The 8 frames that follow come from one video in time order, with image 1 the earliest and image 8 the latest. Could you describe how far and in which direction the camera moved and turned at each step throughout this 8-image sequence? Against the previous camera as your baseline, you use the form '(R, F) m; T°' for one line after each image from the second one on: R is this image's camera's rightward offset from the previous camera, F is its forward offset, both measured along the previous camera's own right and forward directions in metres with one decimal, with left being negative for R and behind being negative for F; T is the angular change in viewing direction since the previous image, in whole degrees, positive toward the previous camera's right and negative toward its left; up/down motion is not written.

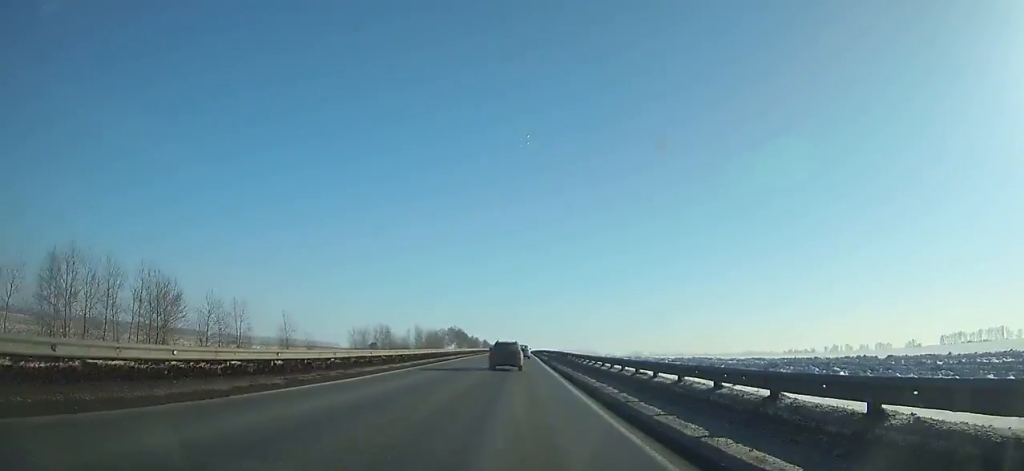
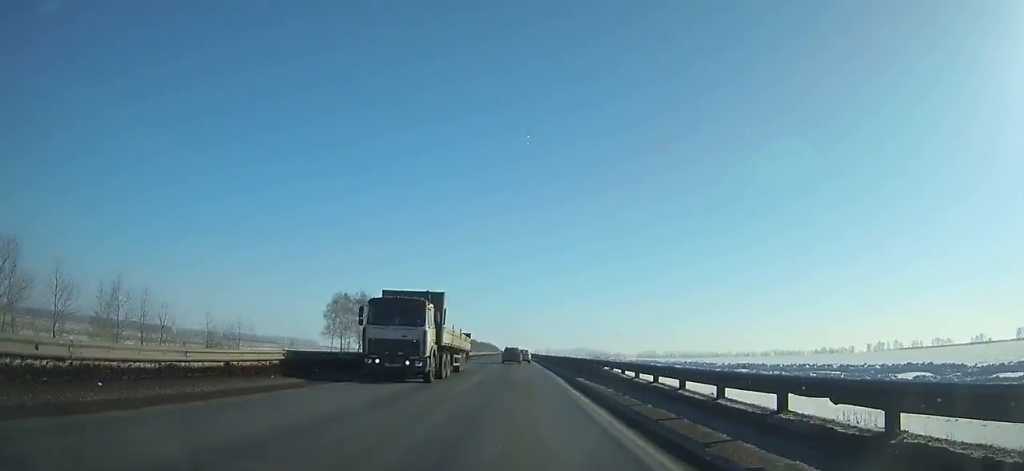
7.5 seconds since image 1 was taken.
(+0.6, +177.6) m; 0°
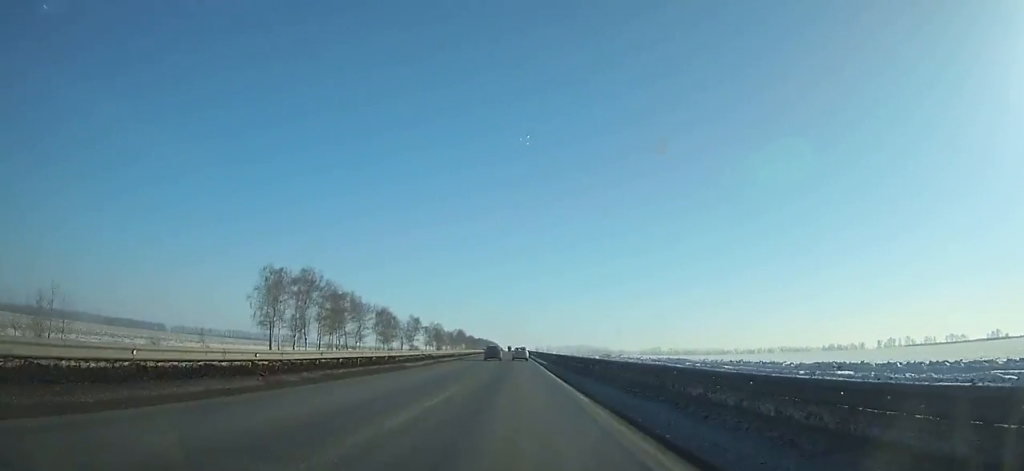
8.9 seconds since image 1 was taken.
(0.0, +33.7) m; 0°
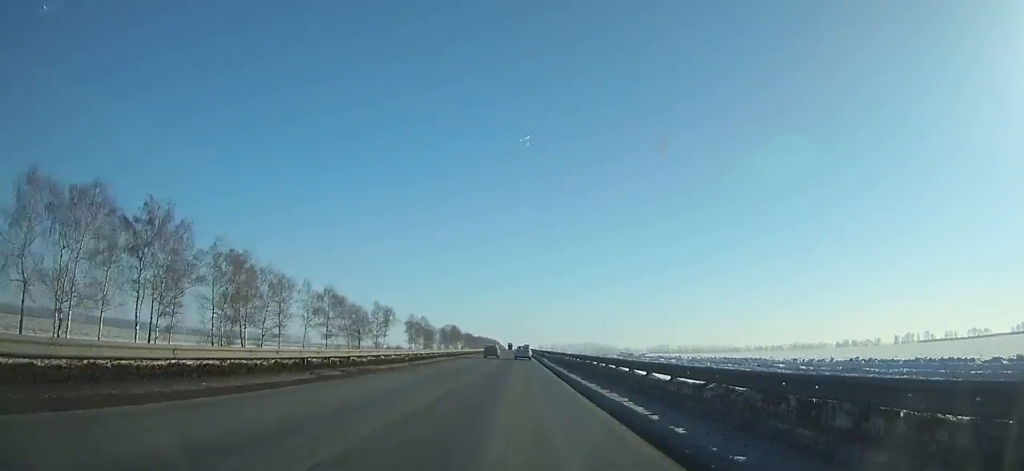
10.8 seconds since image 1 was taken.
(-0.1, +45.7) m; 0°
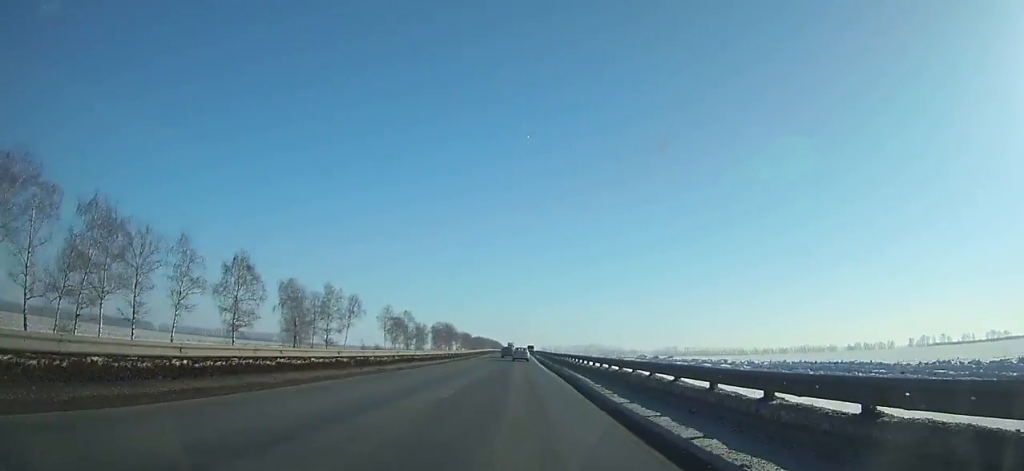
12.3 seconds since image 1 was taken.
(-0.1, +36.0) m; 0°
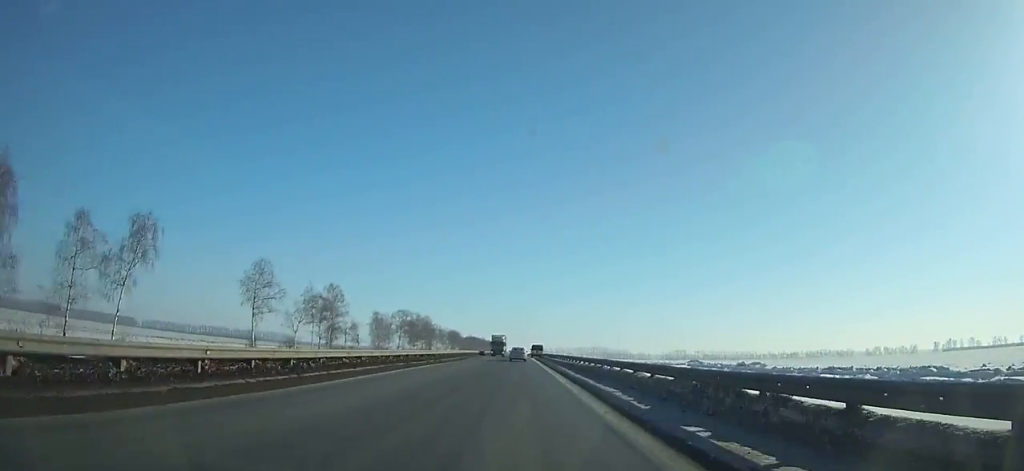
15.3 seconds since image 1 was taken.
(-0.1, +72.0) m; 0°
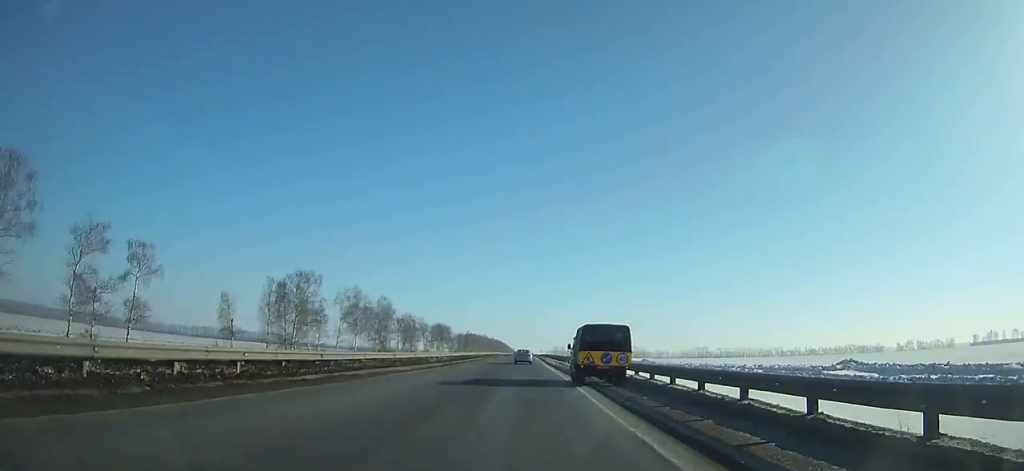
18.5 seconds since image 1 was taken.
(-0.3, +77.1) m; 0°
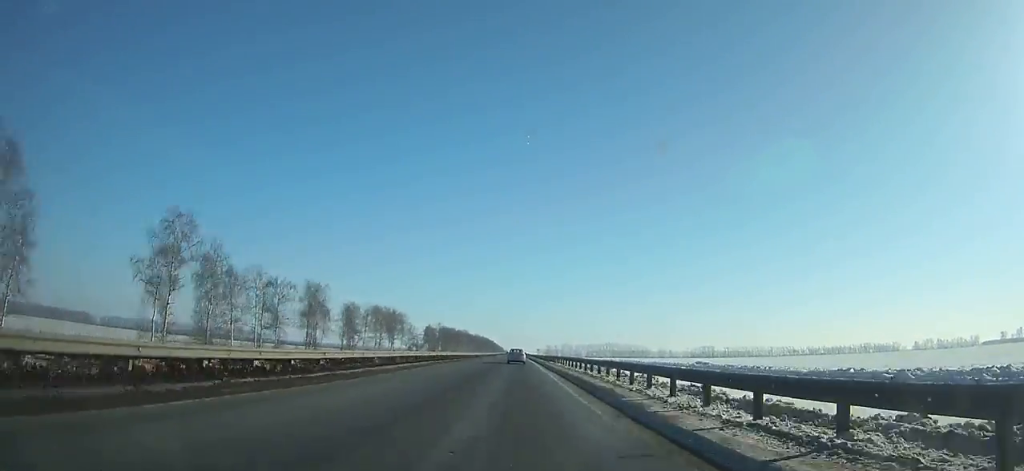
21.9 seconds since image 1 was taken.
(+0.4, +82.3) m; 0°
